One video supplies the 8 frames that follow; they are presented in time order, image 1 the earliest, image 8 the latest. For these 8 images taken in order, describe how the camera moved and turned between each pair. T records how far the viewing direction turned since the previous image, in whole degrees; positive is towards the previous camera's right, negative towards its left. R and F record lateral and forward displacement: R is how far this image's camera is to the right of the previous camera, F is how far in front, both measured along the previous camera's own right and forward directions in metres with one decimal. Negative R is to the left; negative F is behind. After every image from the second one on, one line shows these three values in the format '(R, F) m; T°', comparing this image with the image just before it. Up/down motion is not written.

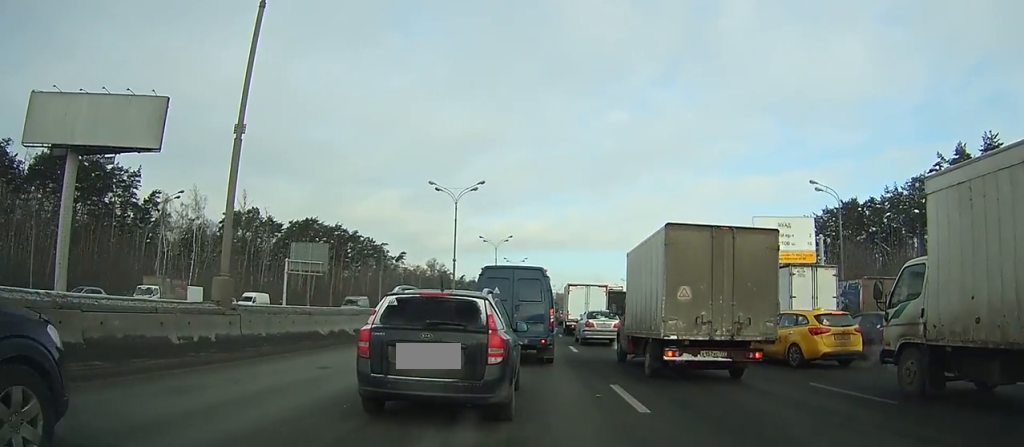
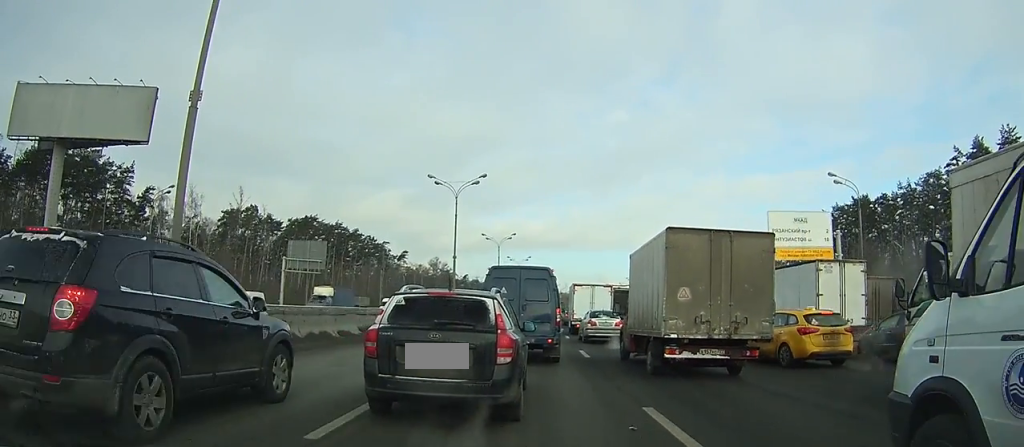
(0.0, +2.8) m; +1°
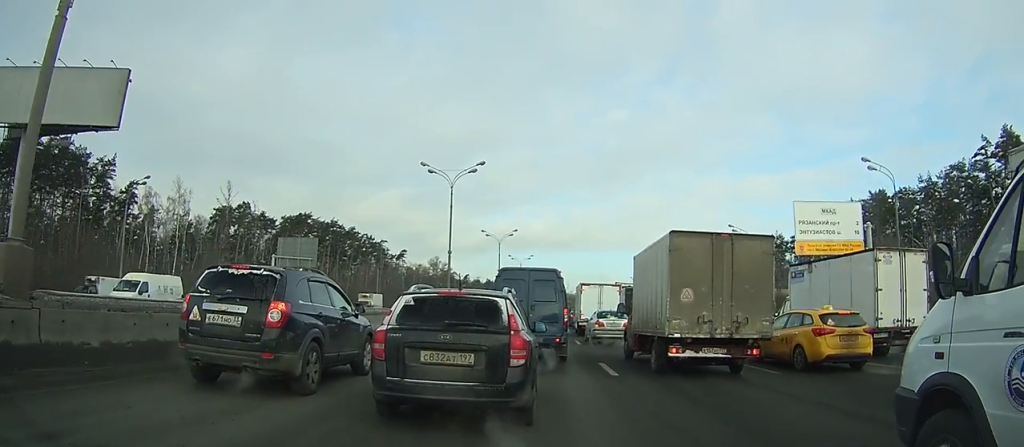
(+0.1, +5.1) m; +2°
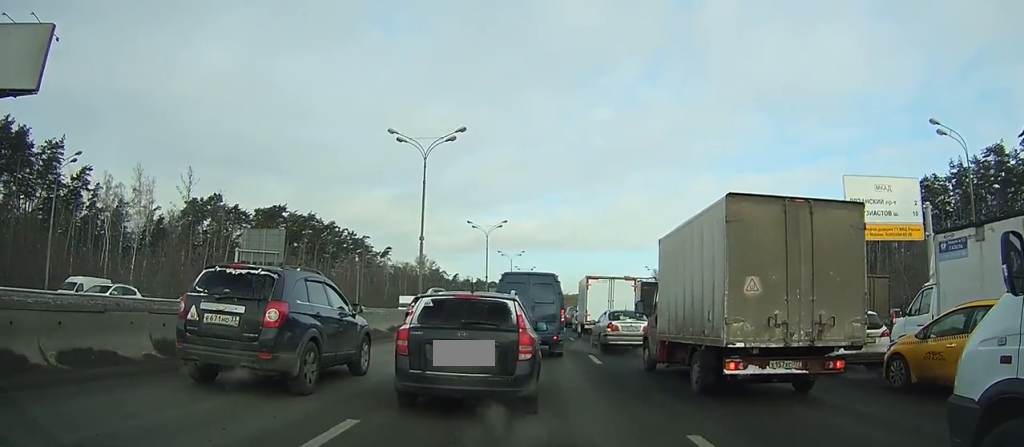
(+0.2, +9.3) m; +1°
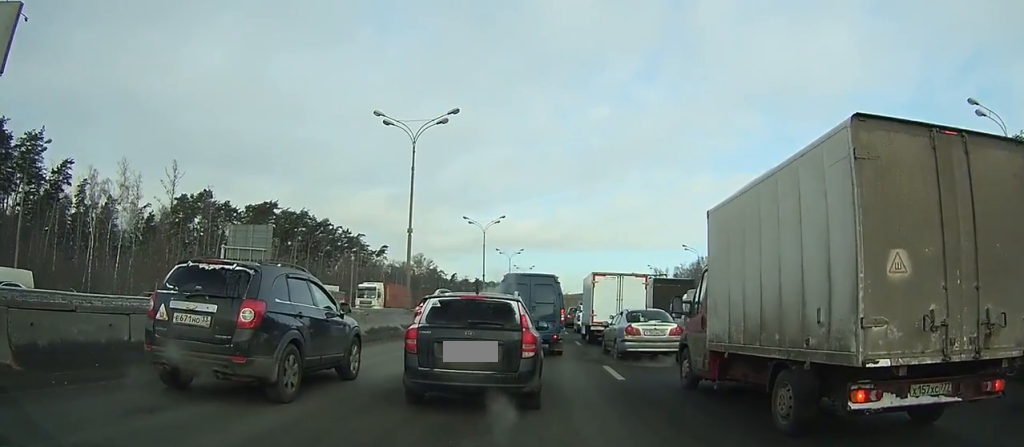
(0.0, +3.7) m; +1°
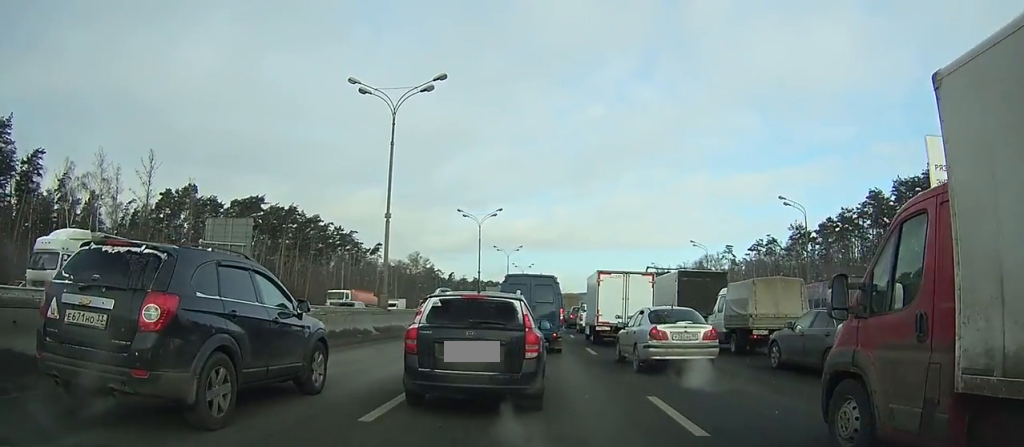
(0.0, +5.2) m; 0°
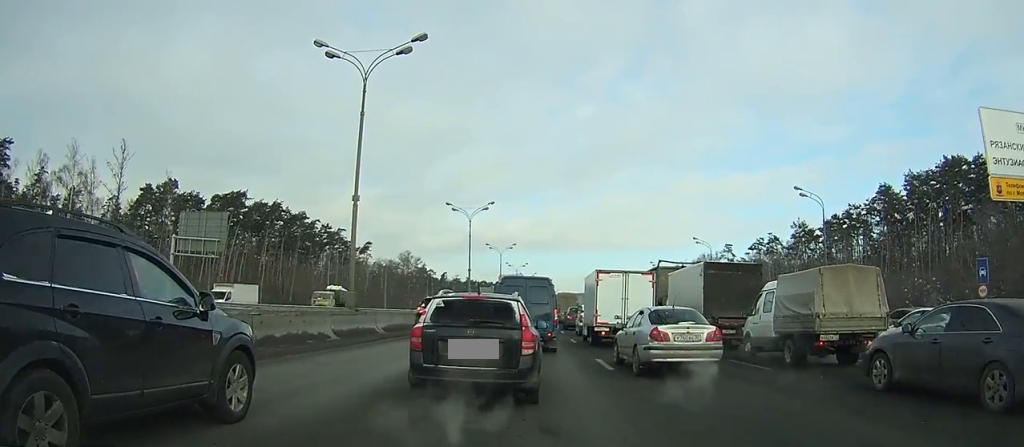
(0.0, +4.6) m; -2°
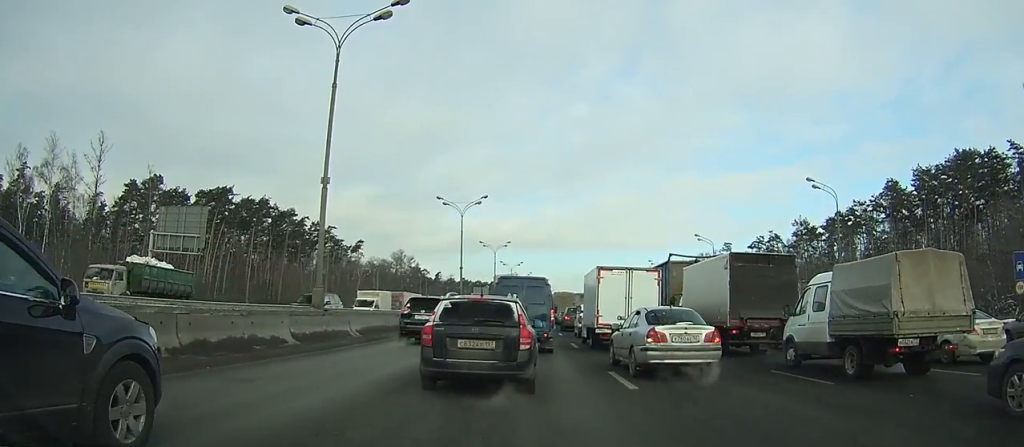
(-0.2, +3.1) m; 0°
